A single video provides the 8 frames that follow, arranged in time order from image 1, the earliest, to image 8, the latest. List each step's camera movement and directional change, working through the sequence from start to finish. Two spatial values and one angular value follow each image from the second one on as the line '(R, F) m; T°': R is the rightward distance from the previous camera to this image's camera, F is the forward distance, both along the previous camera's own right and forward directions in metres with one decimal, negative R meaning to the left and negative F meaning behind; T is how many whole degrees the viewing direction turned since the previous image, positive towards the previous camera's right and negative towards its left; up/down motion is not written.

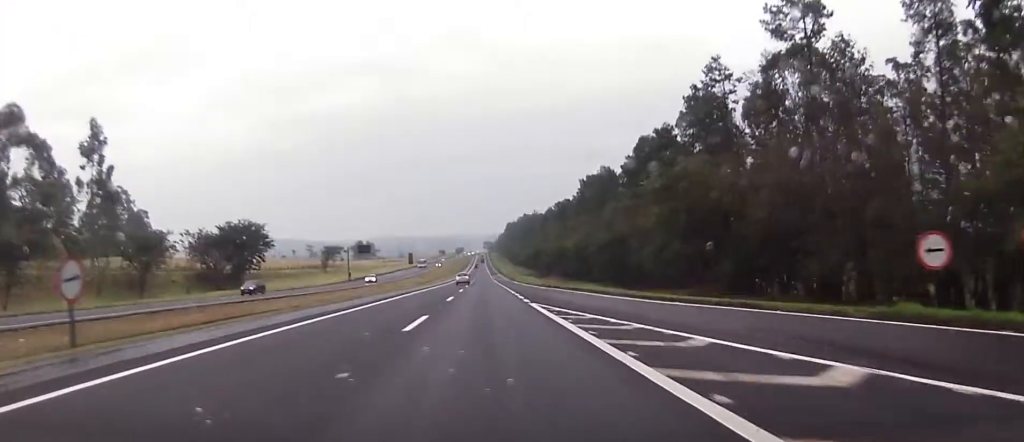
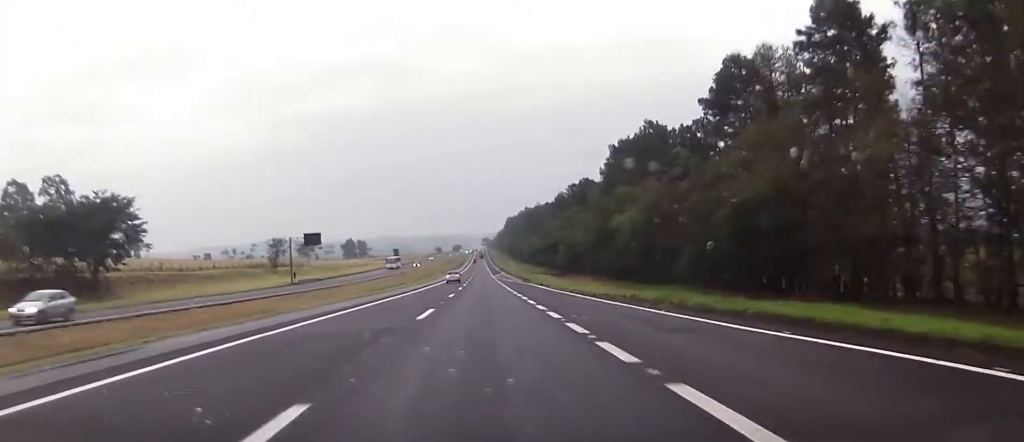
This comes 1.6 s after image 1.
(+0.3, +50.0) m; 0°
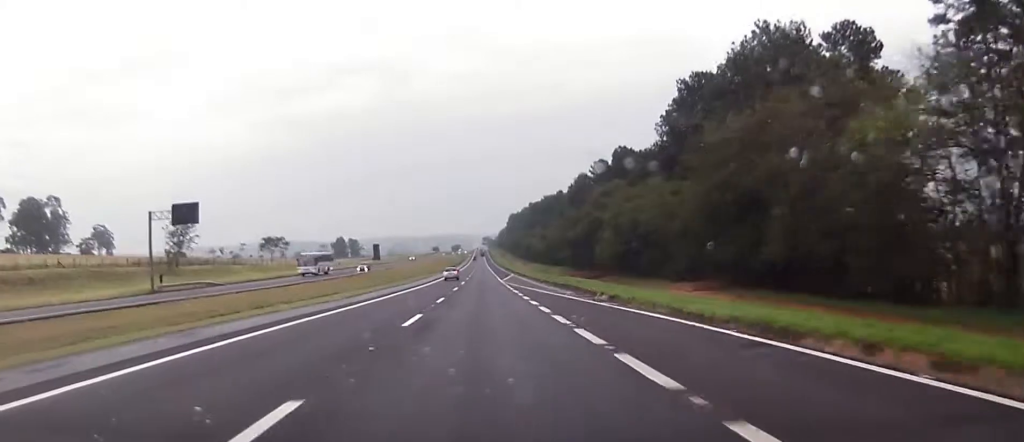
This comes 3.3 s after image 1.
(-0.3, +56.7) m; 0°
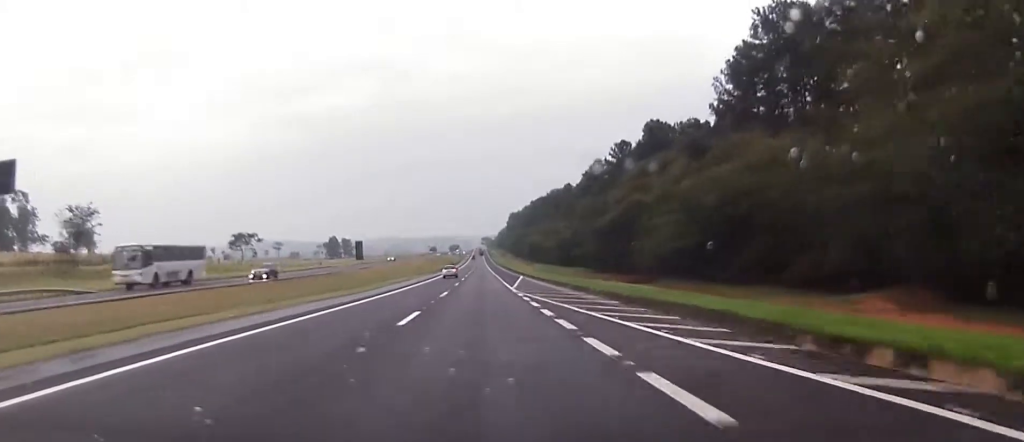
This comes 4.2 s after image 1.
(+0.2, +34.7) m; 0°
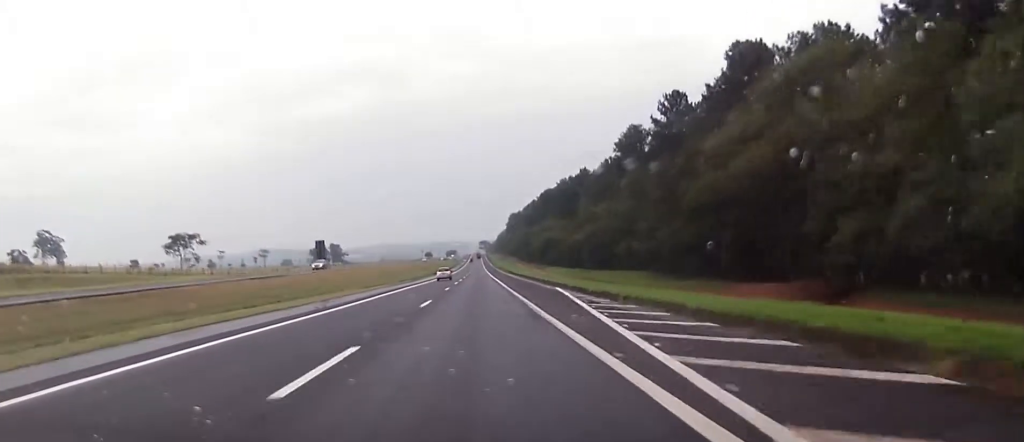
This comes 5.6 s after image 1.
(+0.1, +48.2) m; 0°
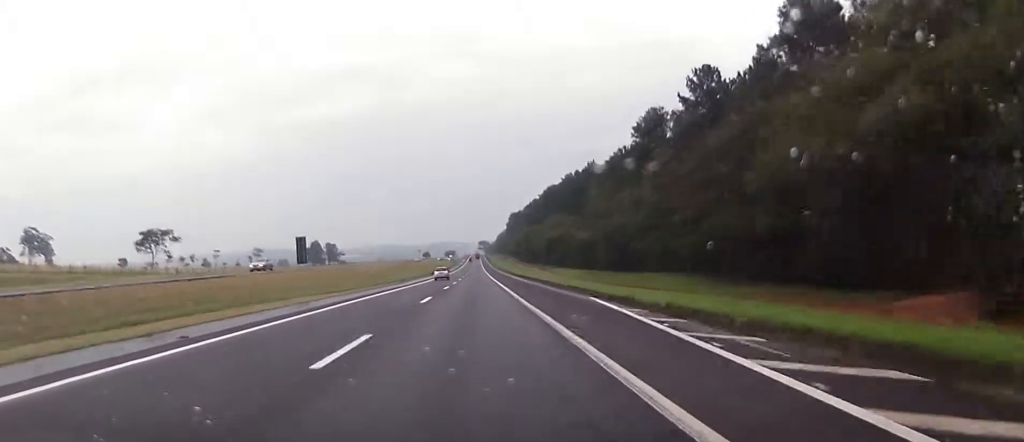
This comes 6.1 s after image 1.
(0.0, +16.1) m; 0°
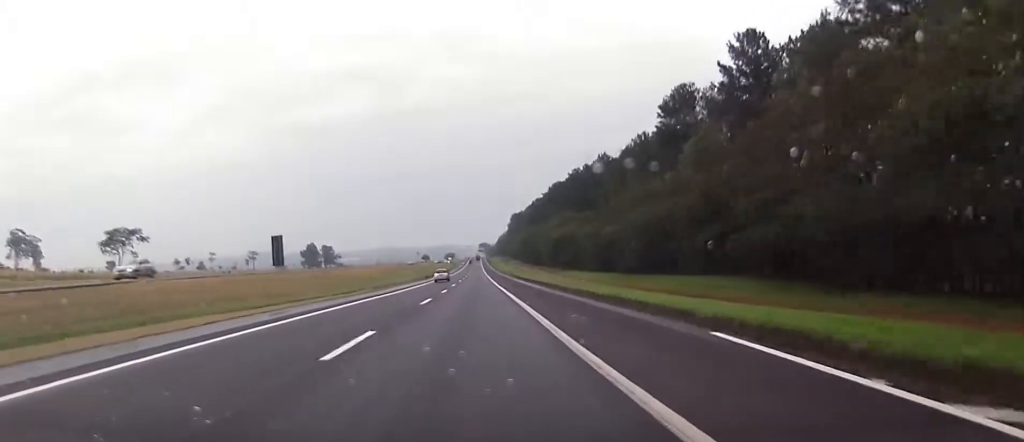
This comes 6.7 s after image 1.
(-0.1, +16.6) m; 0°
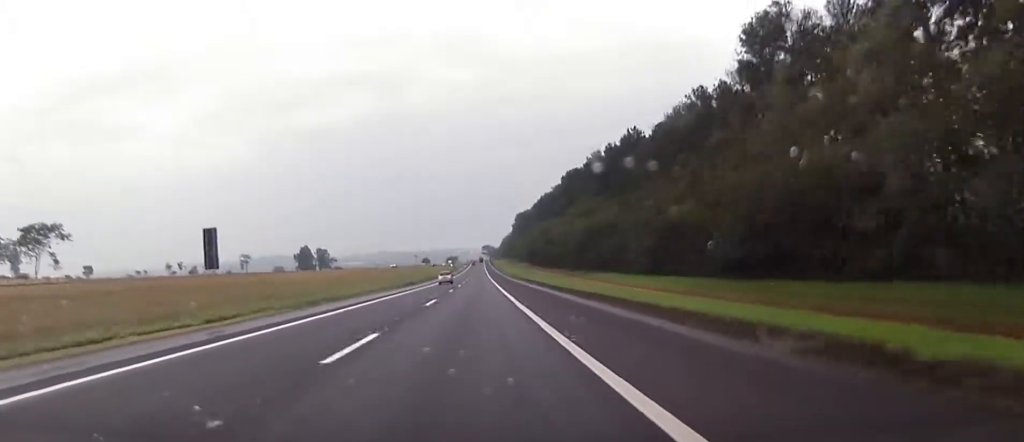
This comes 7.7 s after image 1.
(0.0, +31.7) m; 0°
